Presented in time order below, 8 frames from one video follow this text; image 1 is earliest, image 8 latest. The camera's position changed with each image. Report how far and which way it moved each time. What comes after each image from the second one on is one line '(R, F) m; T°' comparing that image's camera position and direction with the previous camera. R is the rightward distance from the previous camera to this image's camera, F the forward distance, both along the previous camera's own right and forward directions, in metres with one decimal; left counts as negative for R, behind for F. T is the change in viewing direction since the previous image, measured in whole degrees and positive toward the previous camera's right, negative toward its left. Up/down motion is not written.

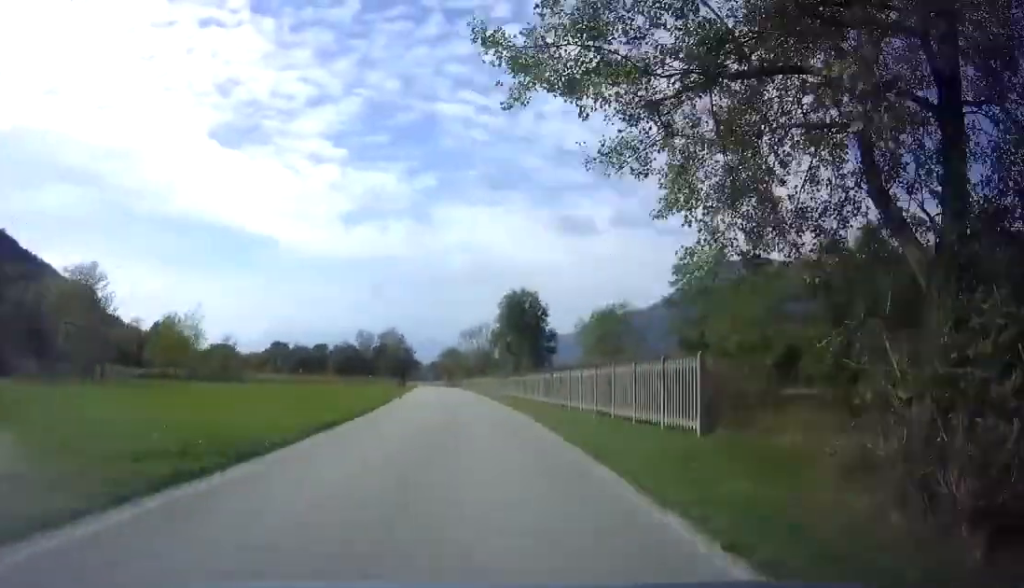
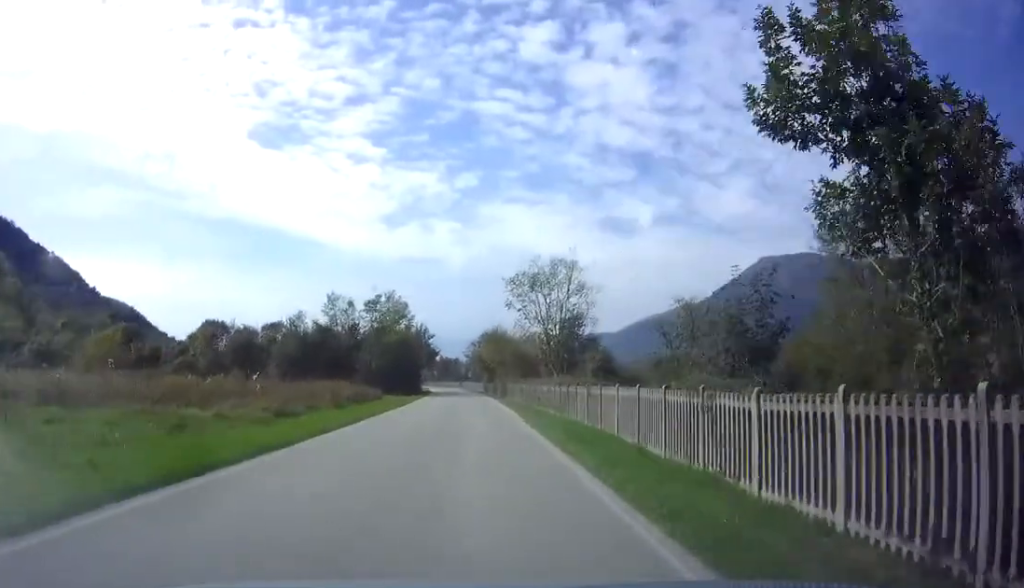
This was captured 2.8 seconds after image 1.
(-1.8, +47.6) m; -4°
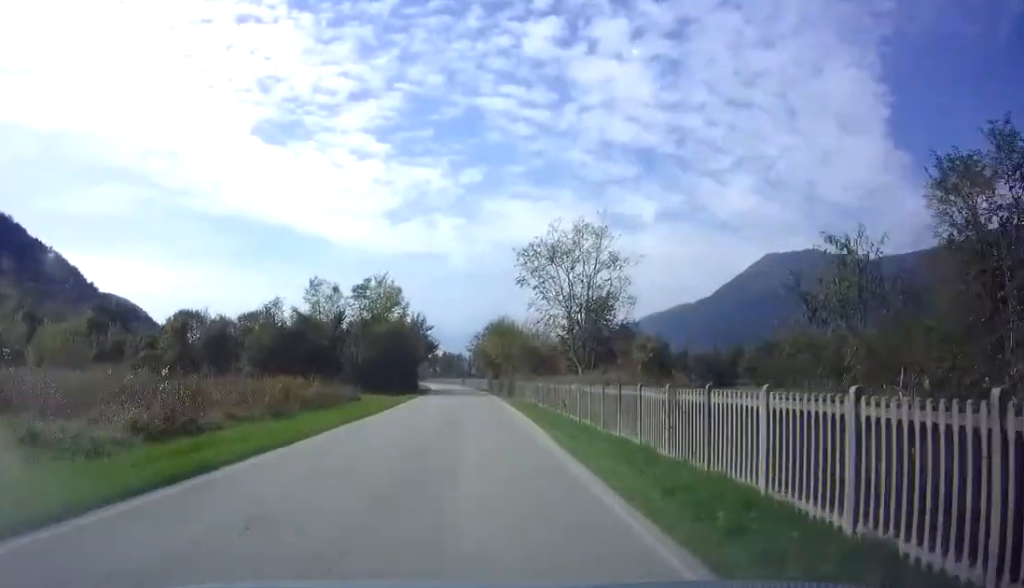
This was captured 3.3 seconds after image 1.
(0.0, +8.1) m; 0°
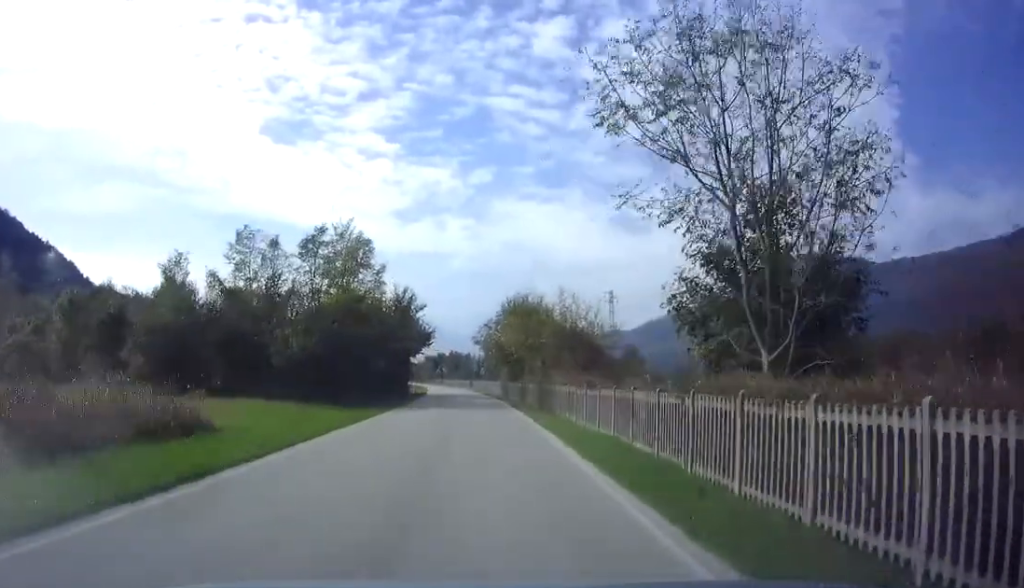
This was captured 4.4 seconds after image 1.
(-0.1, +19.6) m; -1°
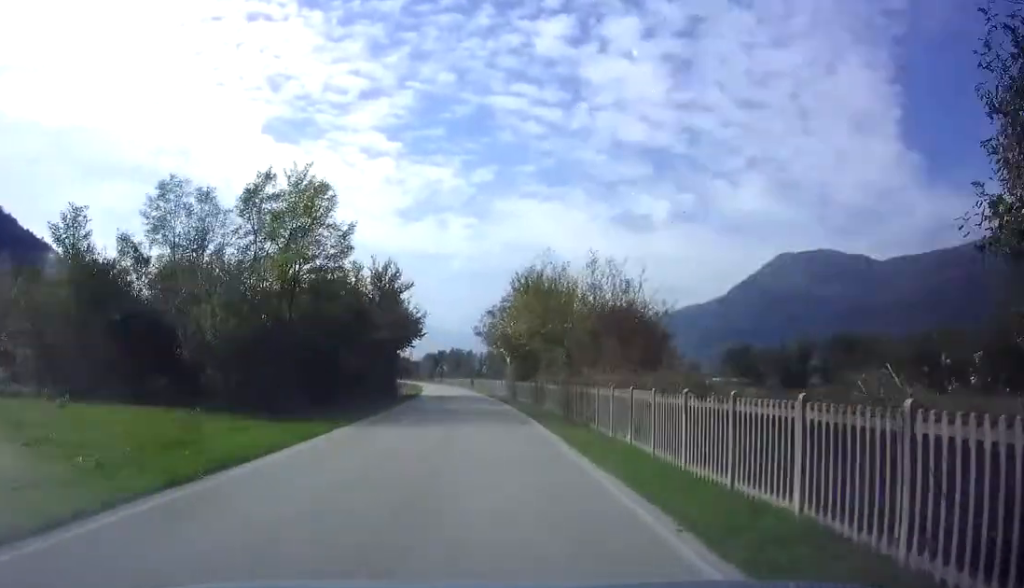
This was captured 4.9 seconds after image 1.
(-0.1, +9.7) m; -1°
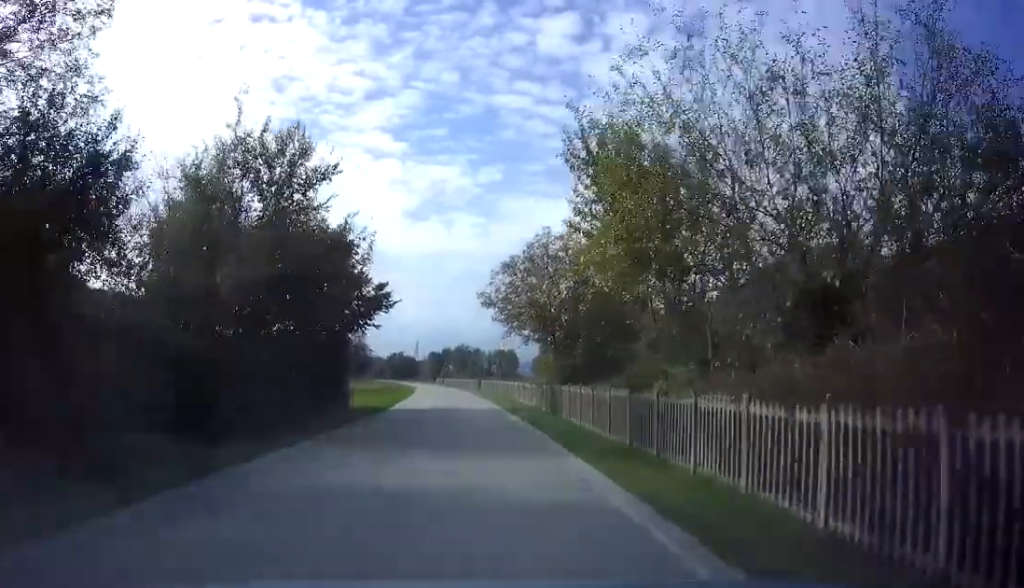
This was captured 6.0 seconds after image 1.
(-0.2, +20.3) m; 0°
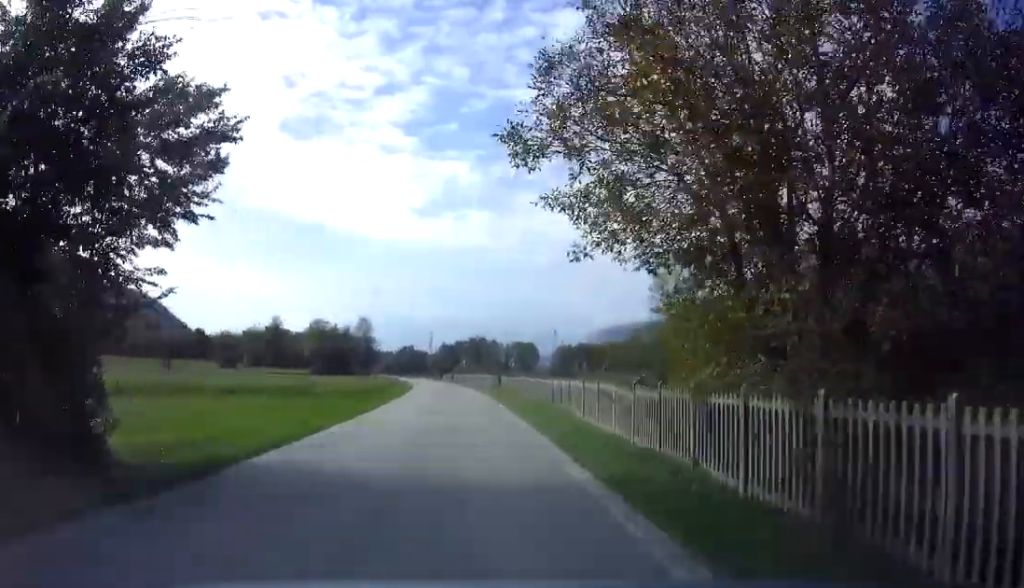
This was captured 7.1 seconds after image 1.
(+0.1, +19.9) m; -1°
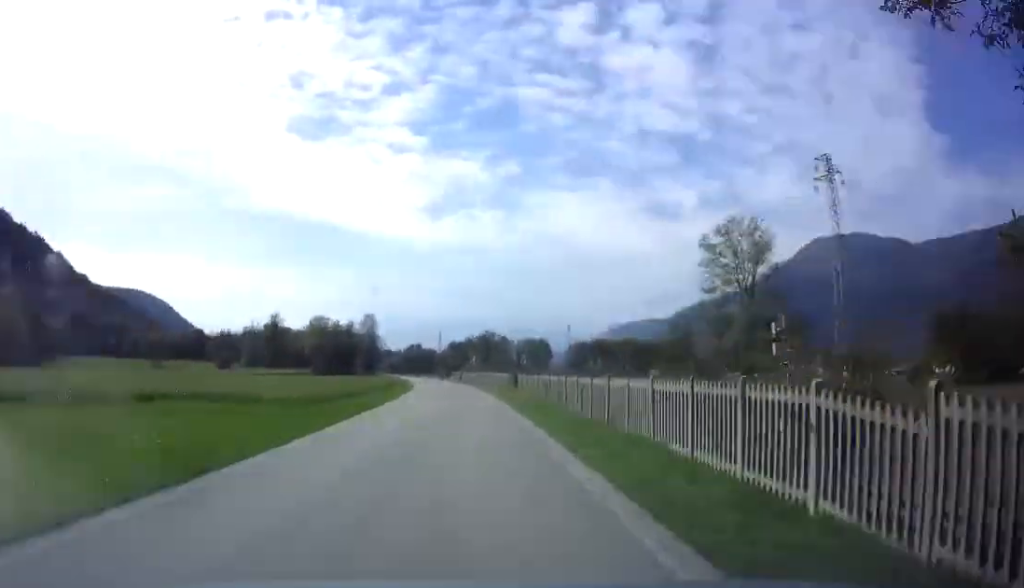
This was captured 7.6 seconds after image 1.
(+0.2, +9.4) m; -1°
